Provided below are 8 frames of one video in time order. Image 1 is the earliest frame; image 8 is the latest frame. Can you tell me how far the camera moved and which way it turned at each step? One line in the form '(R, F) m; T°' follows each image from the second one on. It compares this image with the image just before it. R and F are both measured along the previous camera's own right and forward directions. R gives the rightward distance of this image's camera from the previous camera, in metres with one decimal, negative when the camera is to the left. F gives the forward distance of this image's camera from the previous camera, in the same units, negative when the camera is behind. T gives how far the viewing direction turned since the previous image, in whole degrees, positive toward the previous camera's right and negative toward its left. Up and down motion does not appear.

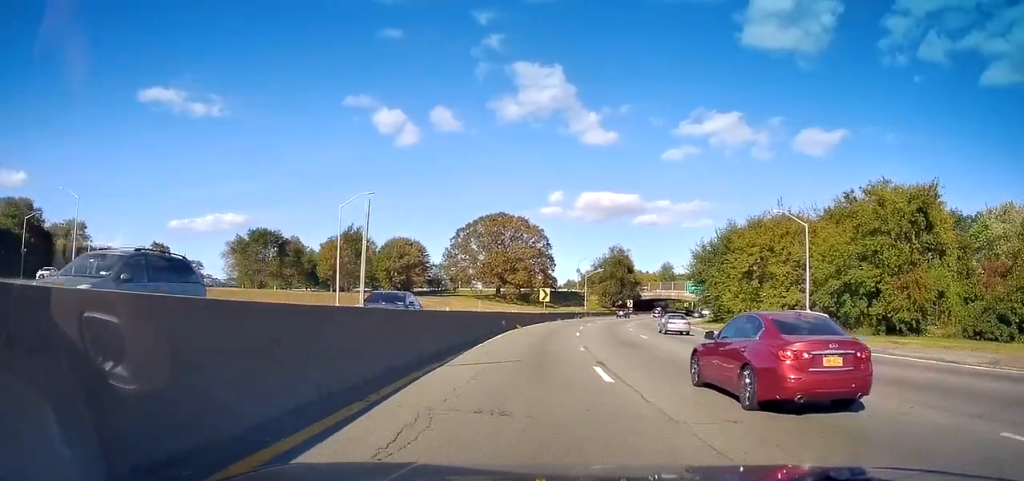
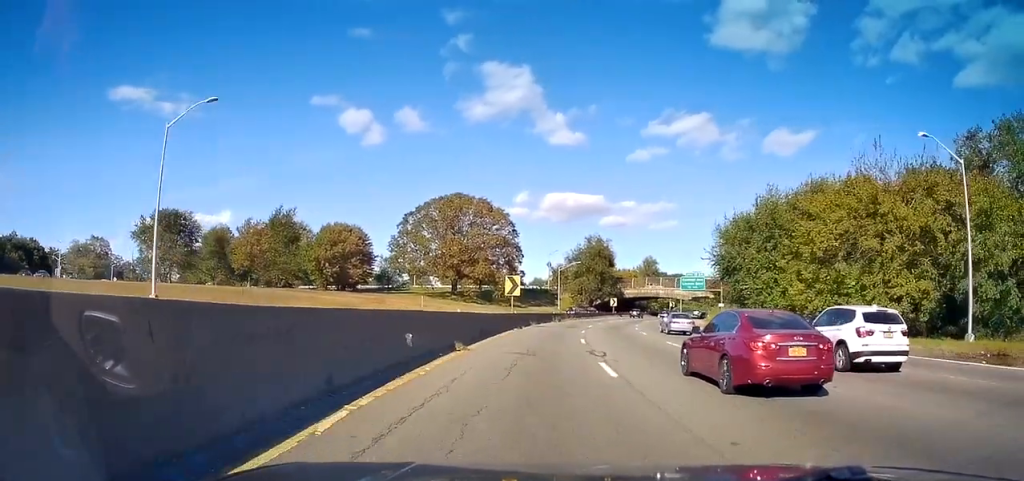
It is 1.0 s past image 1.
(+0.6, +21.6) m; +4°
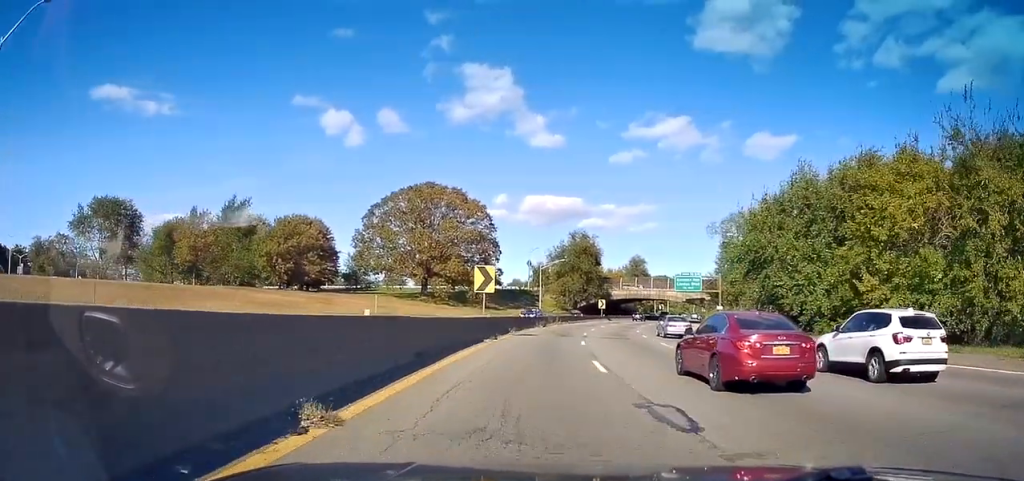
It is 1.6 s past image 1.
(+0.1, +10.7) m; +2°
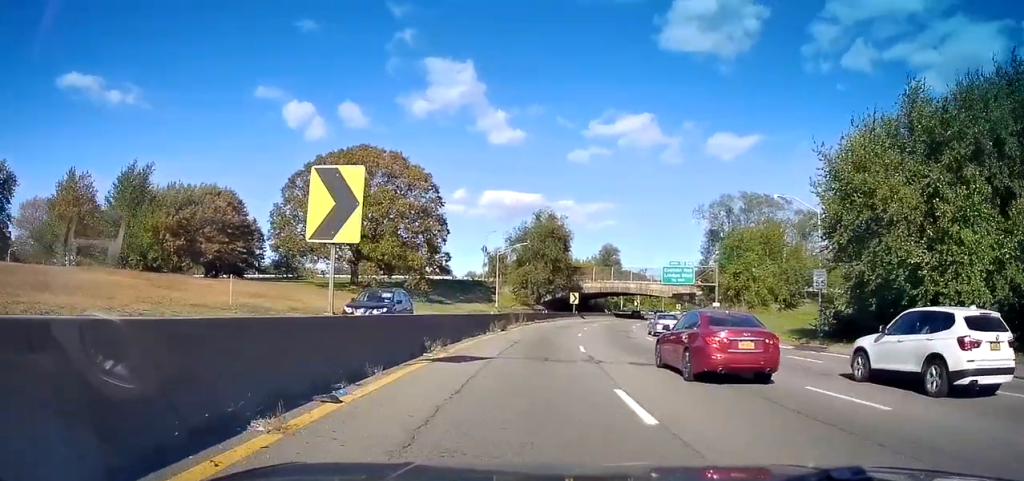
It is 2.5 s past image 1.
(+0.6, +18.4) m; +4°
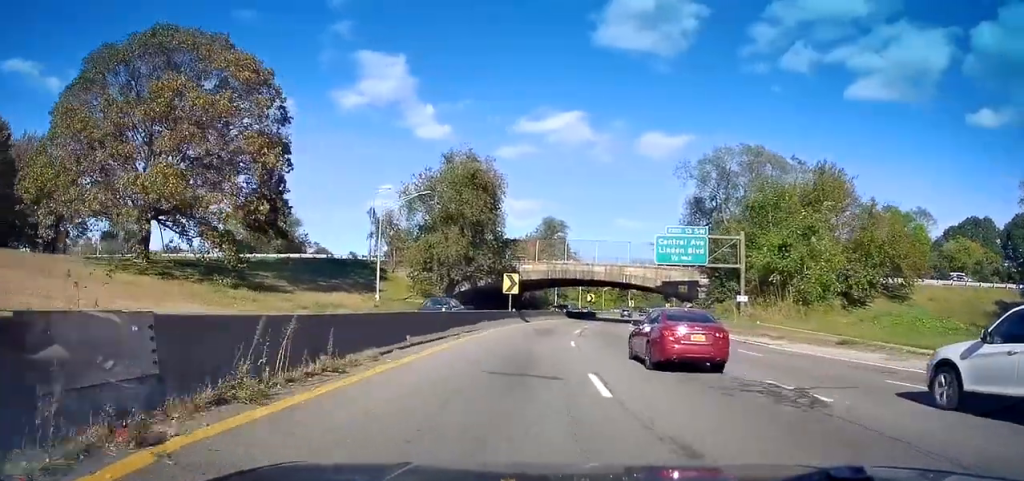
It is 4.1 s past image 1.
(+2.5, +33.8) m; +8°
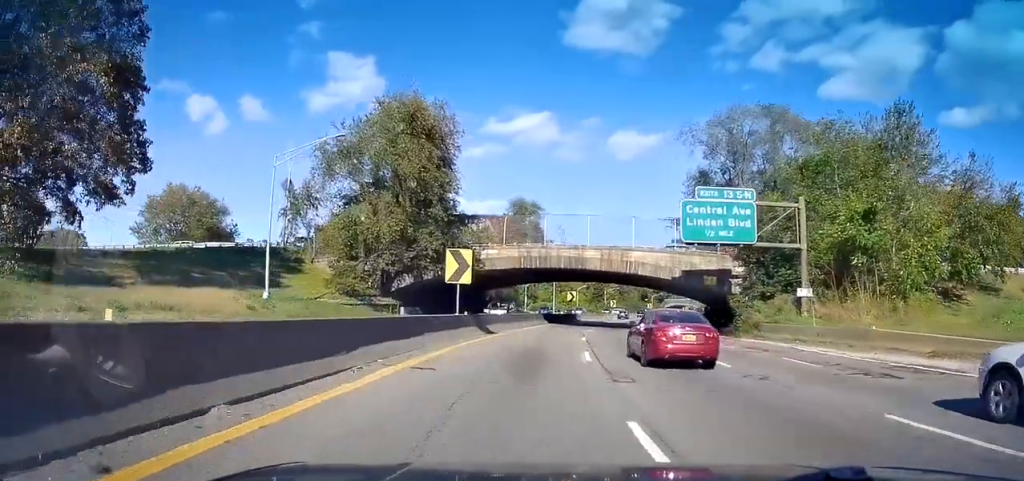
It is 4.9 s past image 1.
(+0.6, +17.0) m; +3°
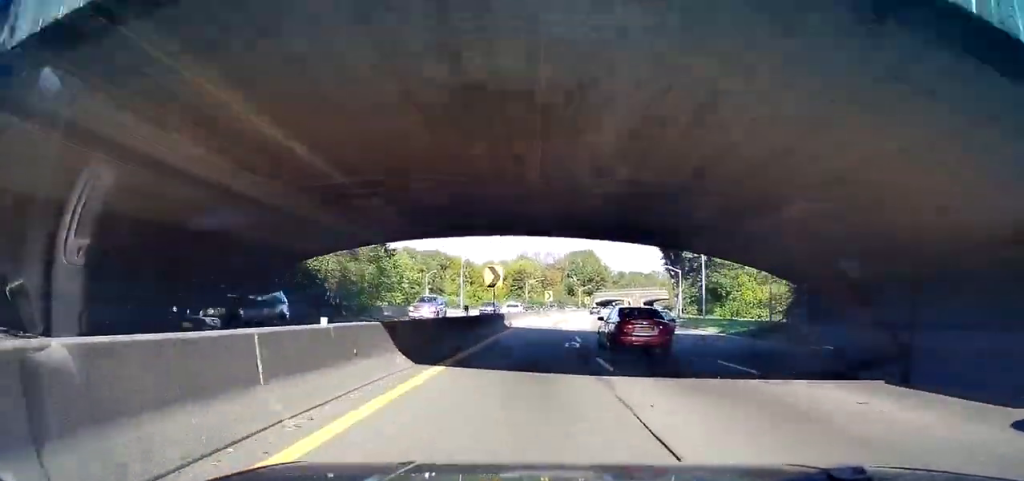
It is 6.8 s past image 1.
(+1.8, +37.4) m; +6°
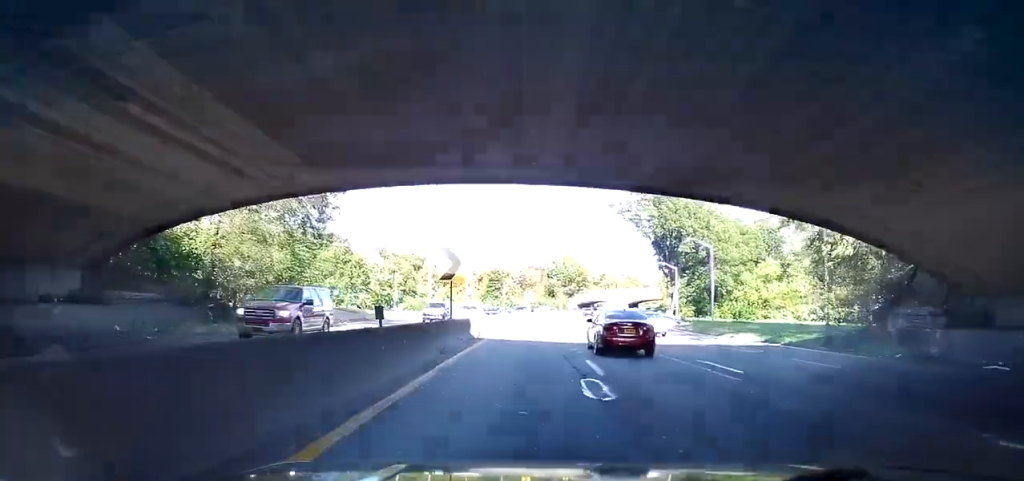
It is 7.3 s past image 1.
(+0.1, +11.2) m; +2°
